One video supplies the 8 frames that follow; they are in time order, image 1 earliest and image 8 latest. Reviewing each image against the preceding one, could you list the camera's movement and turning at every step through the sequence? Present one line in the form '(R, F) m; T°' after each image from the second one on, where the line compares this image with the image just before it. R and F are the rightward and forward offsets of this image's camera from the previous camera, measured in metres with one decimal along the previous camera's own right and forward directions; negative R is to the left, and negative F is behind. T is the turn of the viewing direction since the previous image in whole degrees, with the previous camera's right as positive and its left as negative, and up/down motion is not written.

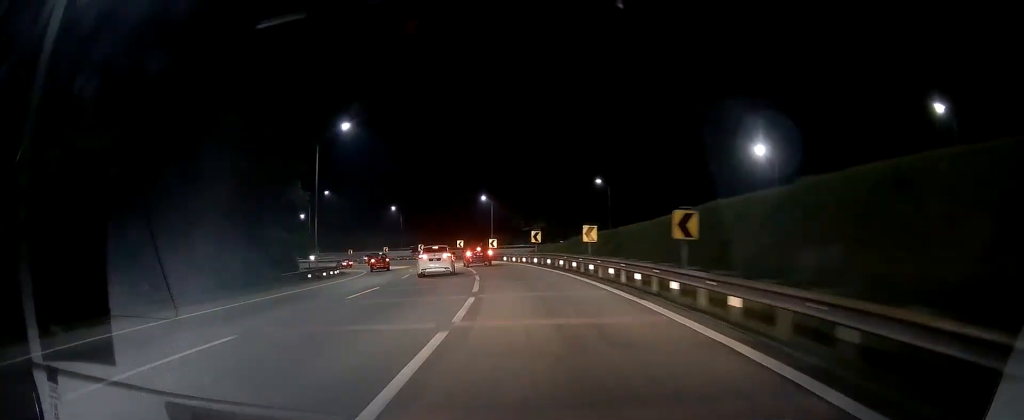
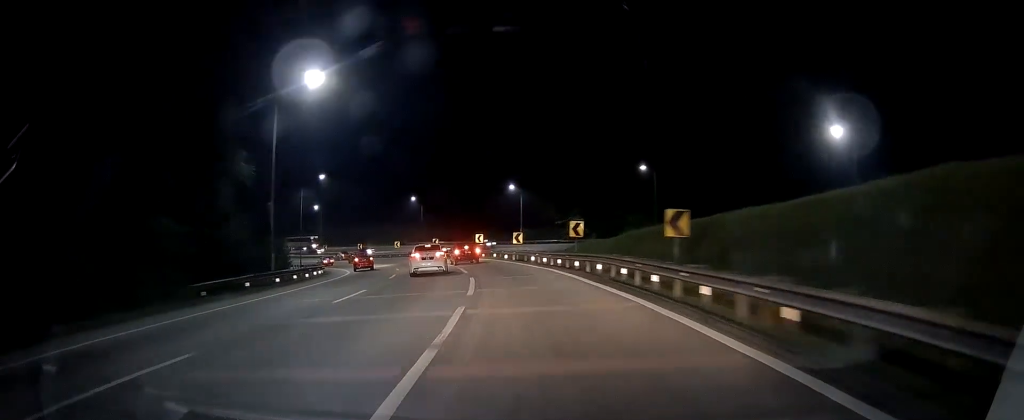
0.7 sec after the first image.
(-0.2, +14.4) m; -3°
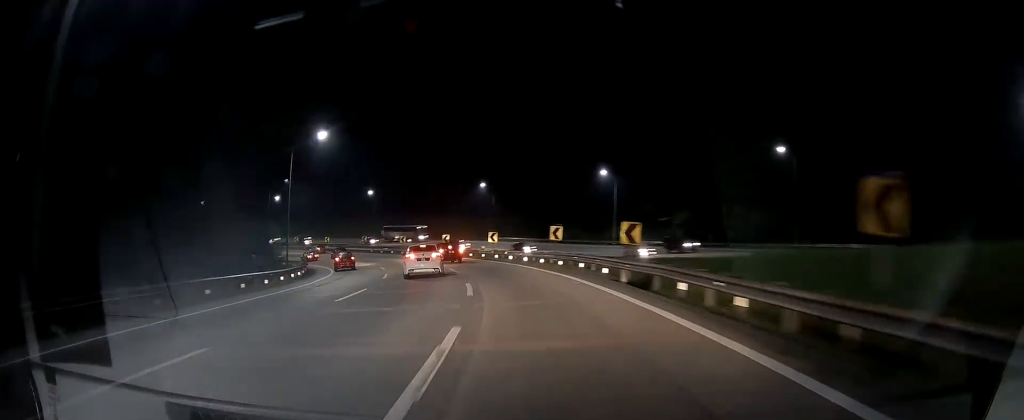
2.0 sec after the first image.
(-1.5, +25.5) m; -8°
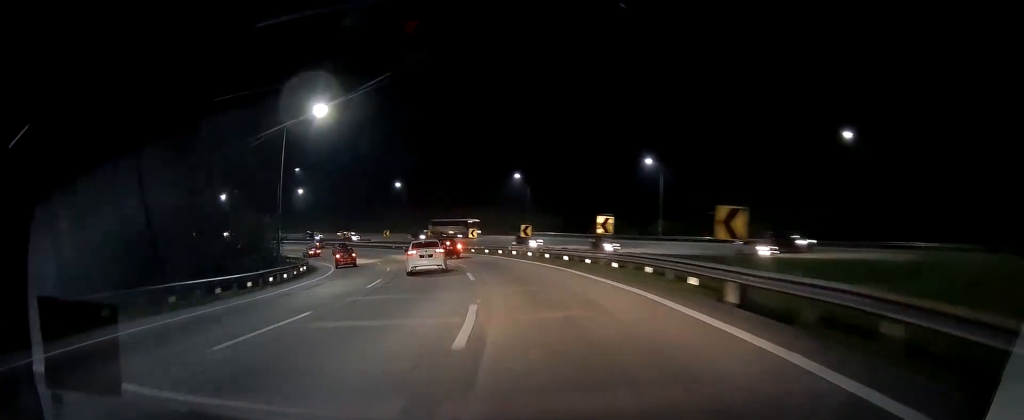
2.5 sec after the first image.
(-0.5, +8.5) m; -3°
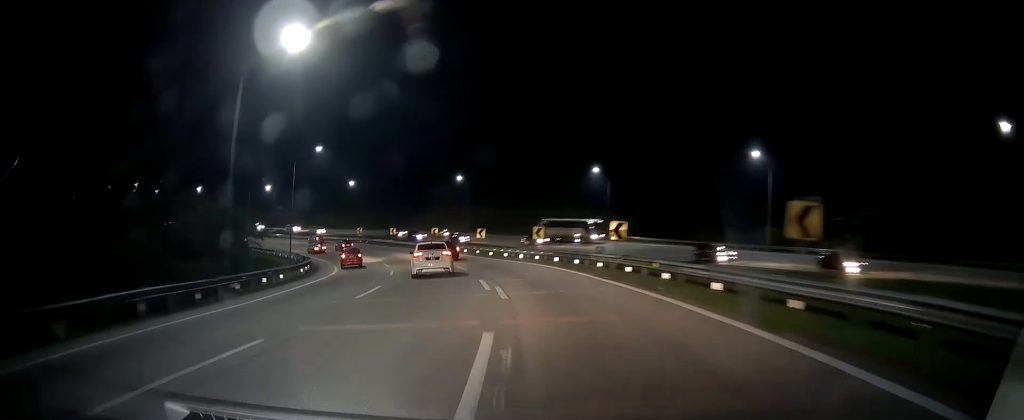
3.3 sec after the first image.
(-0.8, +16.4) m; -6°
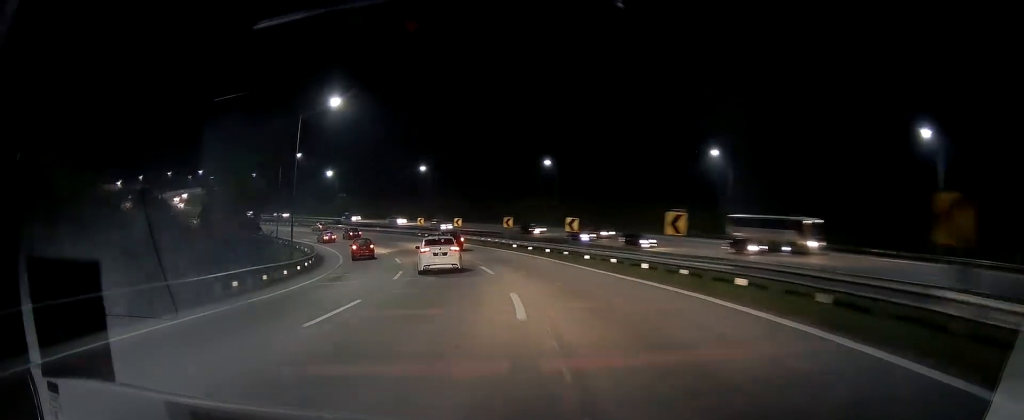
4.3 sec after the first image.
(-1.3, +19.7) m; -8°
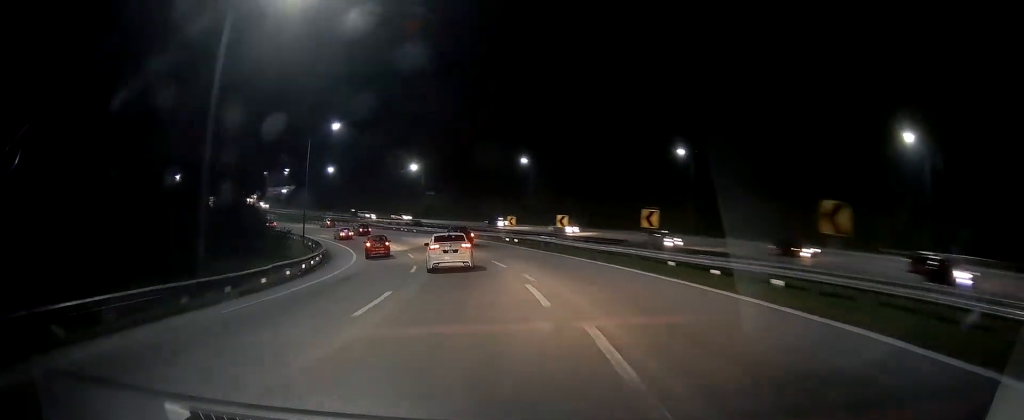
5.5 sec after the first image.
(-2.2, +23.8) m; -10°
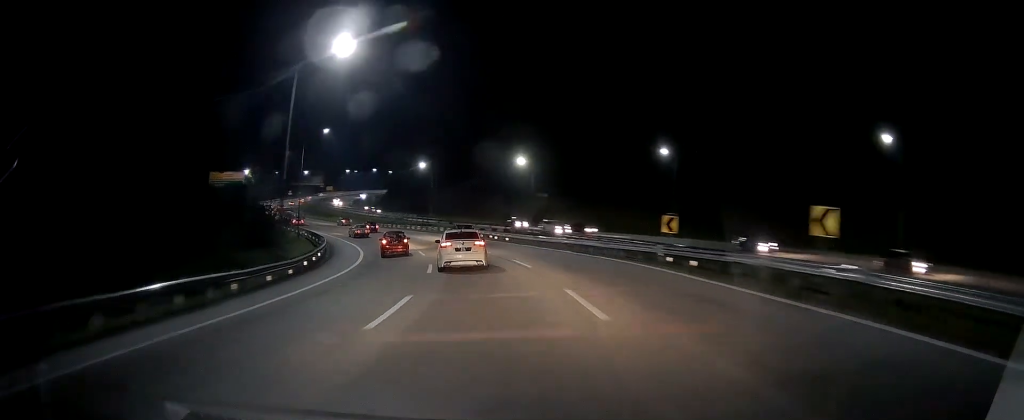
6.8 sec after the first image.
(-2.6, +27.0) m; -13°
